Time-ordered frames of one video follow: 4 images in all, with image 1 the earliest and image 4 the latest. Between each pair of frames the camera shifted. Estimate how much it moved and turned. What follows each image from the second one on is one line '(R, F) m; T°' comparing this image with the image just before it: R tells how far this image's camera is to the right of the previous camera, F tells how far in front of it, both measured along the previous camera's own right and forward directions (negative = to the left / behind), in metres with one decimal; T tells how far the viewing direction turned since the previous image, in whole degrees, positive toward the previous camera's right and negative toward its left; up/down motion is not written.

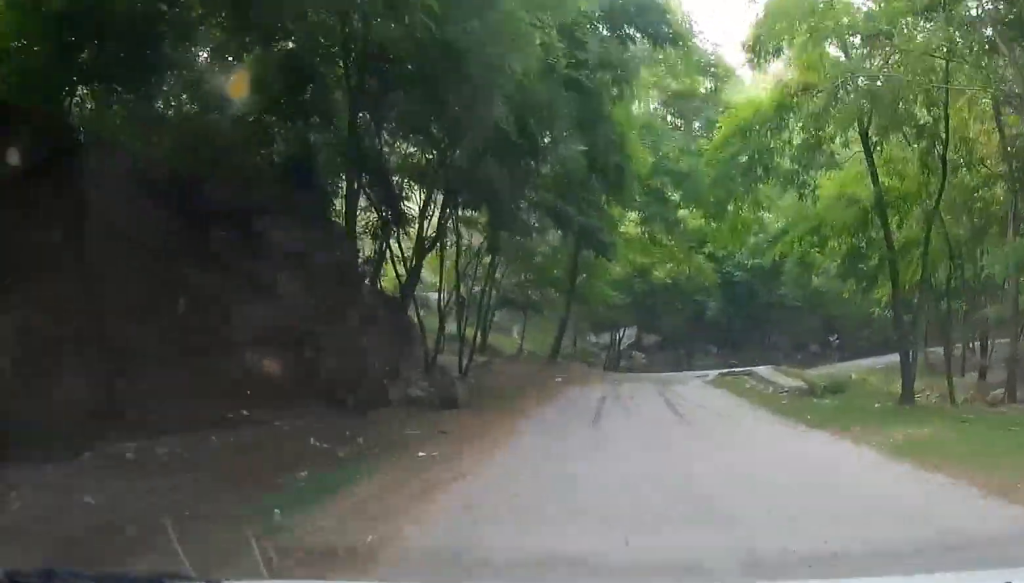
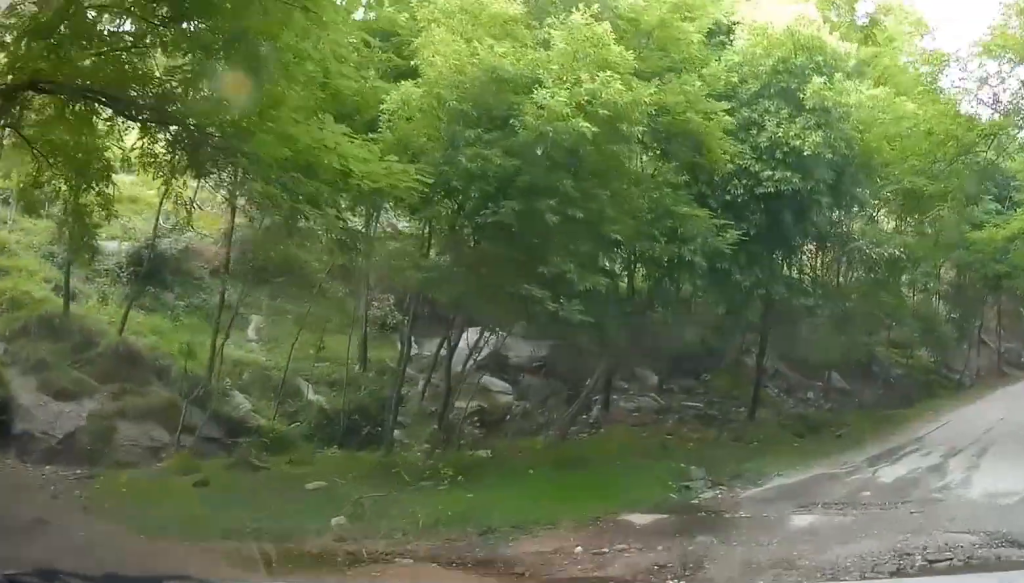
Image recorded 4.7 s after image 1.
(-0.6, +24.4) m; +3°
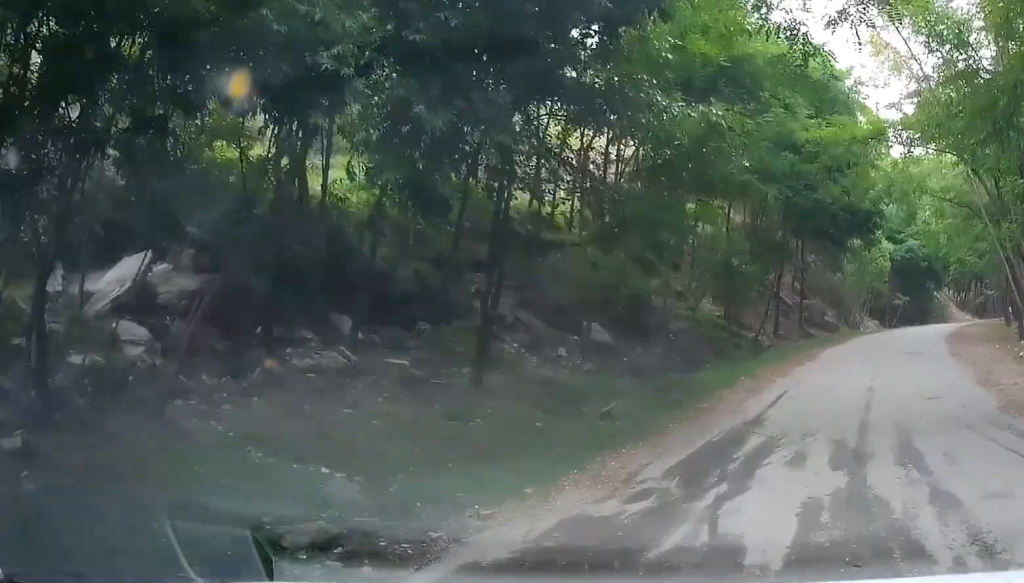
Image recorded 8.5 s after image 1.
(+1.5, +10.6) m; +22°
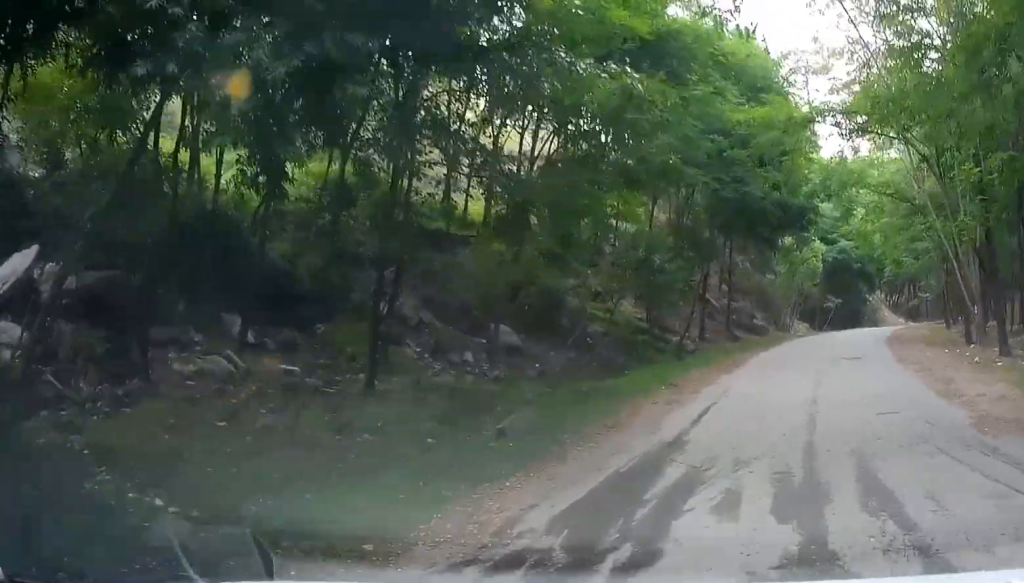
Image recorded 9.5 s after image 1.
(+0.2, +2.4) m; +5°
